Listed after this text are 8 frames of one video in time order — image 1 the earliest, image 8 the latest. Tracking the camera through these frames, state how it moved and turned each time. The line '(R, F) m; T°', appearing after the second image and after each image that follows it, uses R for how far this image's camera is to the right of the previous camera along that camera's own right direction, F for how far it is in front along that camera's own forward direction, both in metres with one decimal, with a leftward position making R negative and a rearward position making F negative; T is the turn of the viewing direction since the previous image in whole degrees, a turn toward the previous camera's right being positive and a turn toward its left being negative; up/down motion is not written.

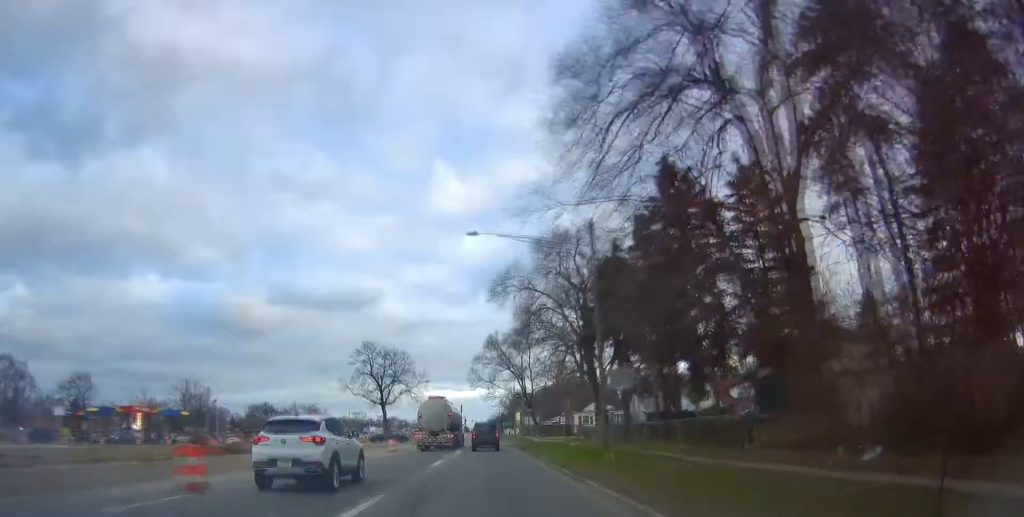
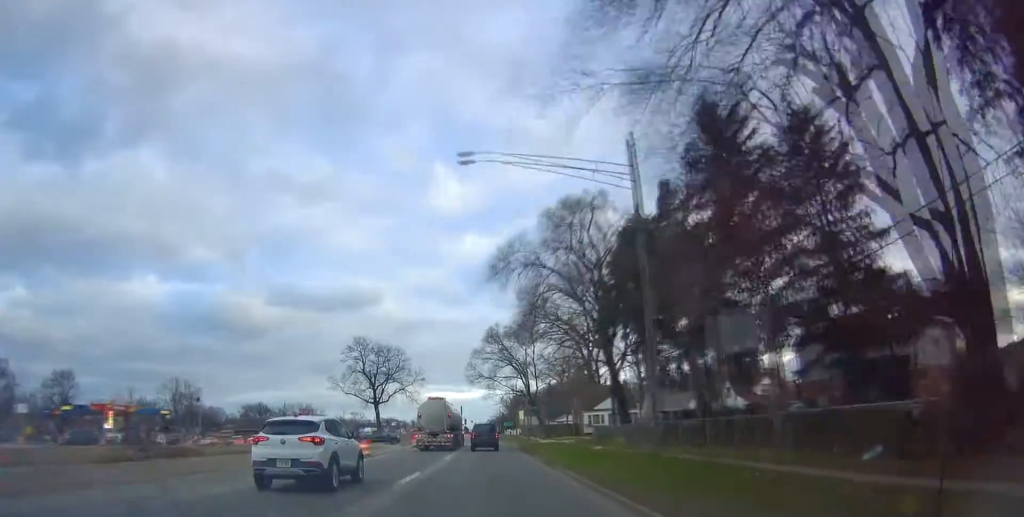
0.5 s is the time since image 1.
(-0.2, +8.6) m; 0°
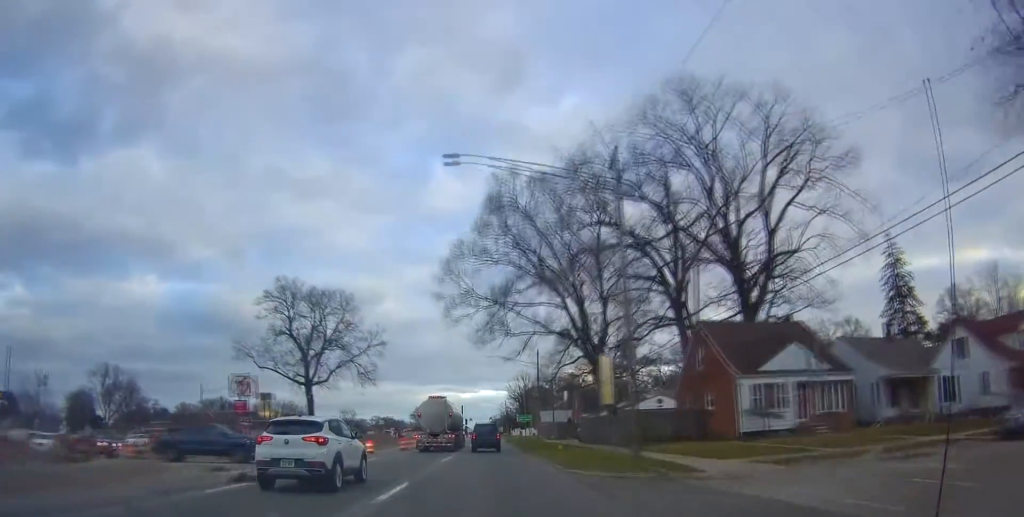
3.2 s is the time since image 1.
(+1.0, +49.6) m; 0°
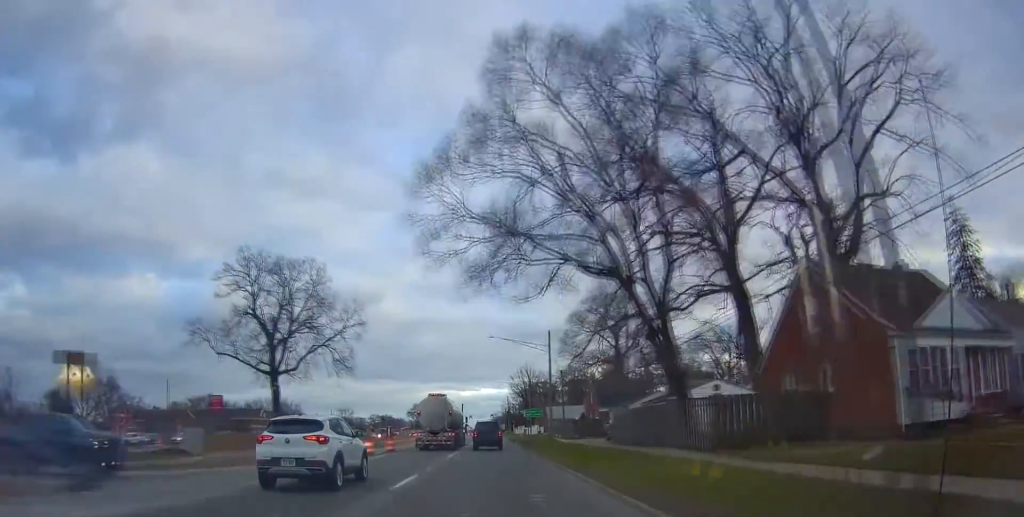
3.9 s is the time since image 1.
(-0.3, +13.3) m; -1°
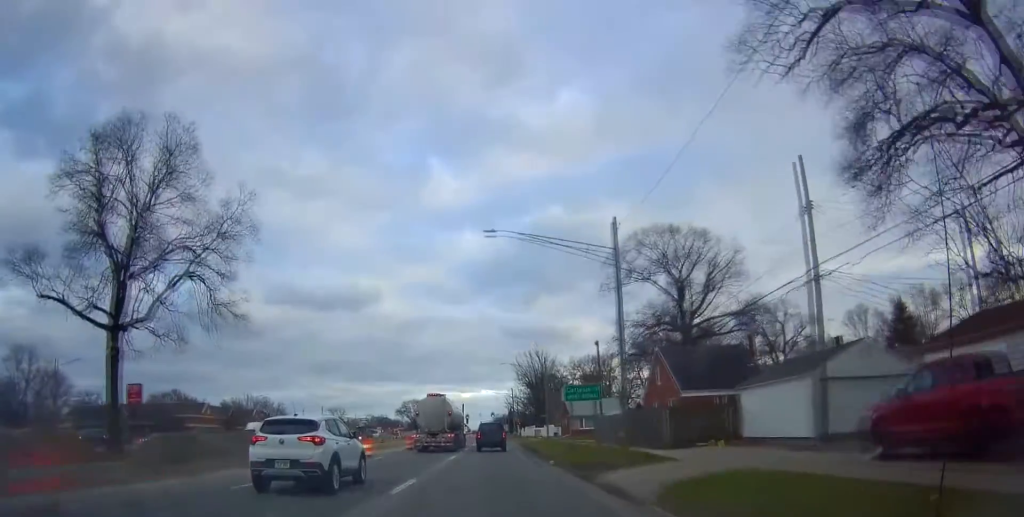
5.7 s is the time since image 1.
(+0.4, +31.3) m; +2°
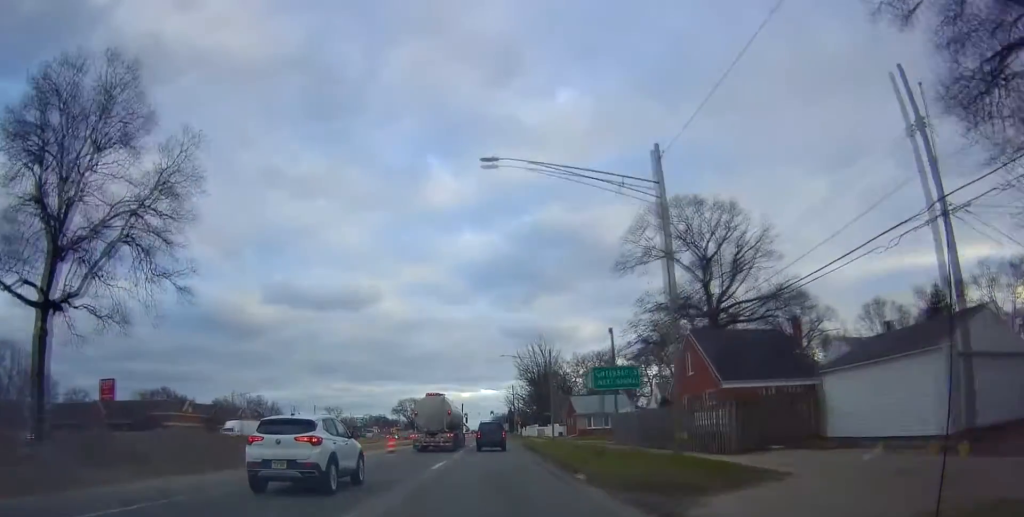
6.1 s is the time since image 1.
(+0.1, +7.7) m; -1°
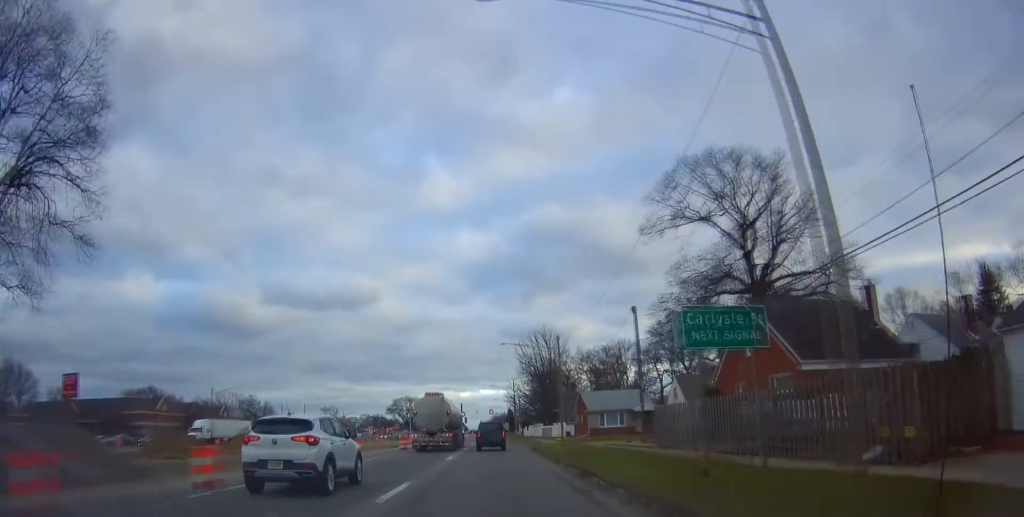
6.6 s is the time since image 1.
(+0.1, +9.4) m; -1°
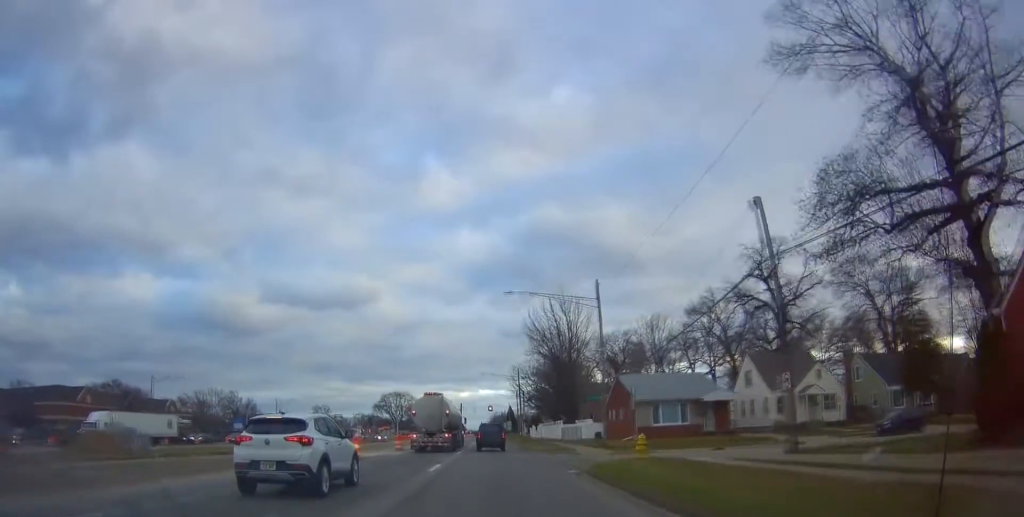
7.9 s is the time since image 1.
(-0.4, +22.5) m; +1°
